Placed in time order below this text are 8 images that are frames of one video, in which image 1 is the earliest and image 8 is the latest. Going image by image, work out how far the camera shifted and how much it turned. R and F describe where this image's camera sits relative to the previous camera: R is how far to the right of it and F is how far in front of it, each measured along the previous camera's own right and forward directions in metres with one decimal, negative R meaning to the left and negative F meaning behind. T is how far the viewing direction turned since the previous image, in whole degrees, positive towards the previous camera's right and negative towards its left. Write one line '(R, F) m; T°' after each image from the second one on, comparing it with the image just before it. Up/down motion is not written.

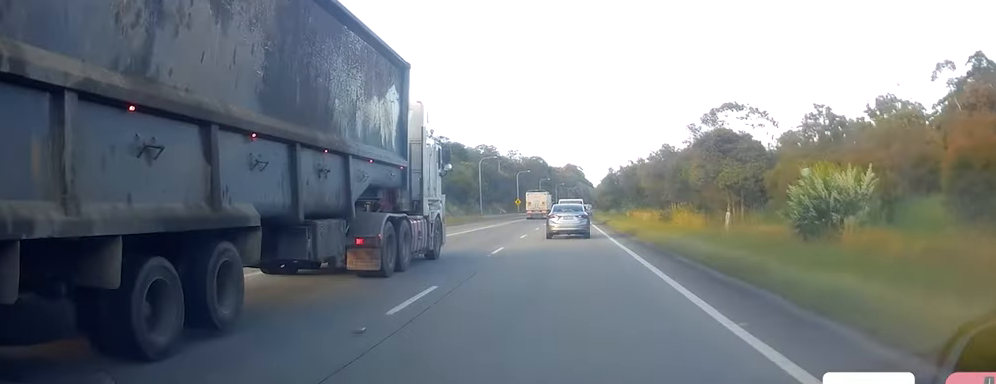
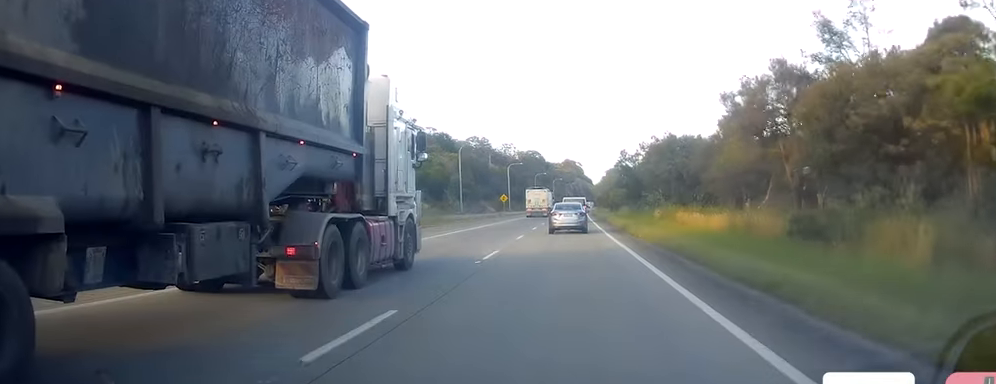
(+0.1, +26.8) m; 0°
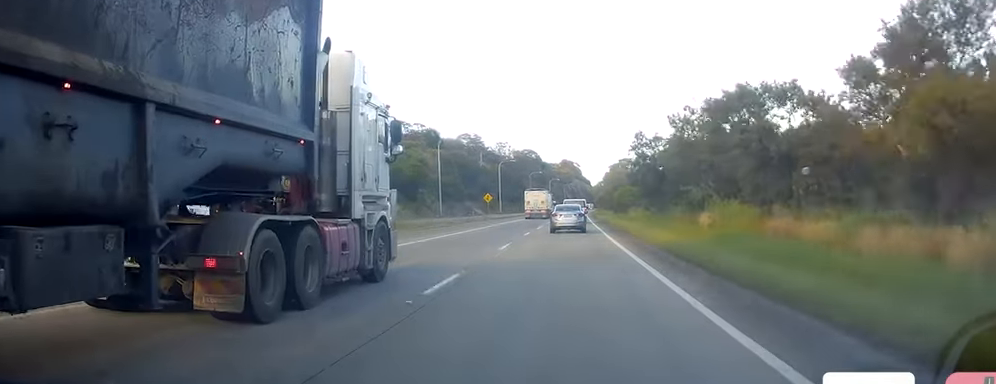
(+0.1, +19.0) m; 0°
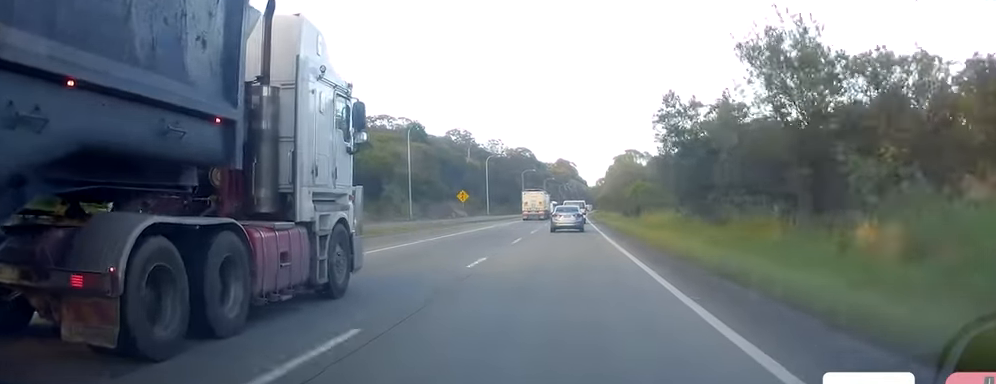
(-0.1, +19.0) m; 0°
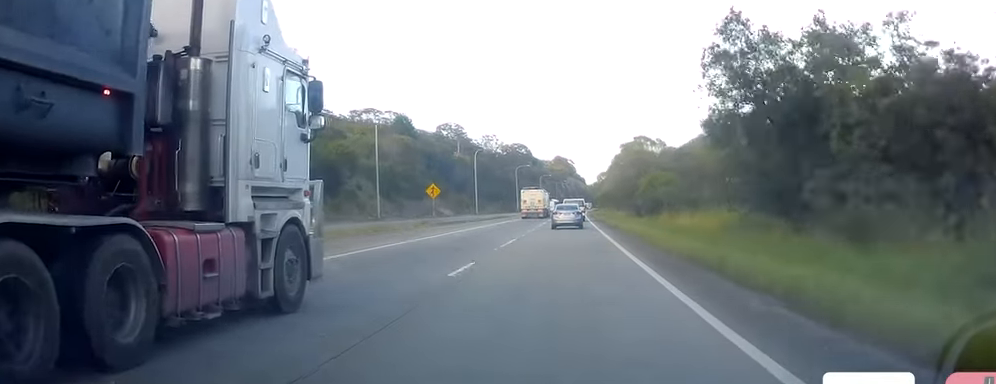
(-0.2, +15.0) m; 0°
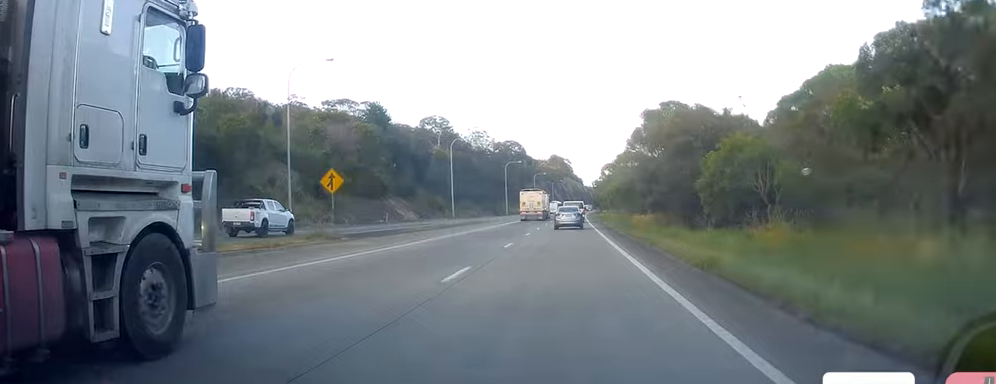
(+0.2, +25.1) m; +1°
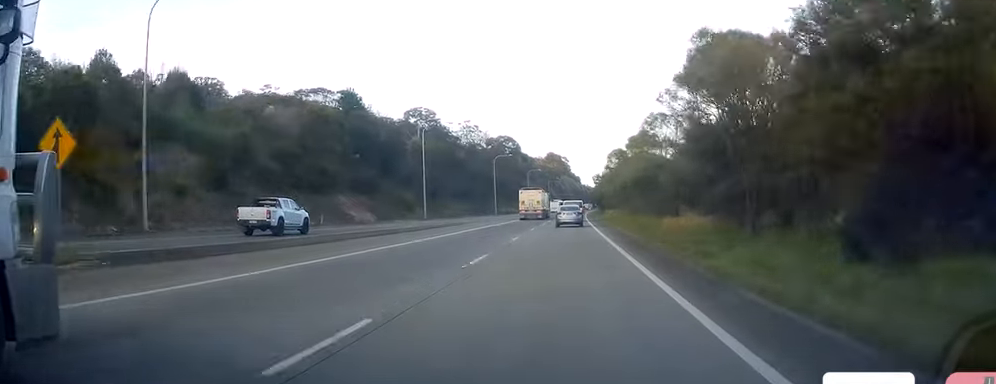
(+0.3, +20.1) m; +1°
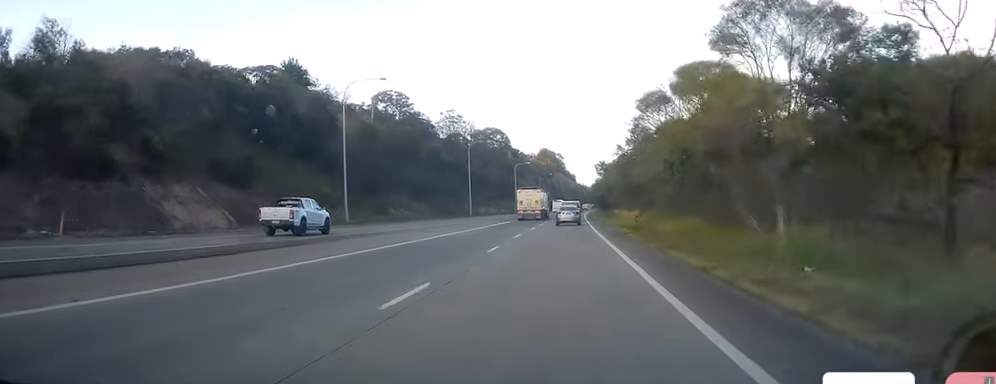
(+0.3, +32.0) m; 0°
